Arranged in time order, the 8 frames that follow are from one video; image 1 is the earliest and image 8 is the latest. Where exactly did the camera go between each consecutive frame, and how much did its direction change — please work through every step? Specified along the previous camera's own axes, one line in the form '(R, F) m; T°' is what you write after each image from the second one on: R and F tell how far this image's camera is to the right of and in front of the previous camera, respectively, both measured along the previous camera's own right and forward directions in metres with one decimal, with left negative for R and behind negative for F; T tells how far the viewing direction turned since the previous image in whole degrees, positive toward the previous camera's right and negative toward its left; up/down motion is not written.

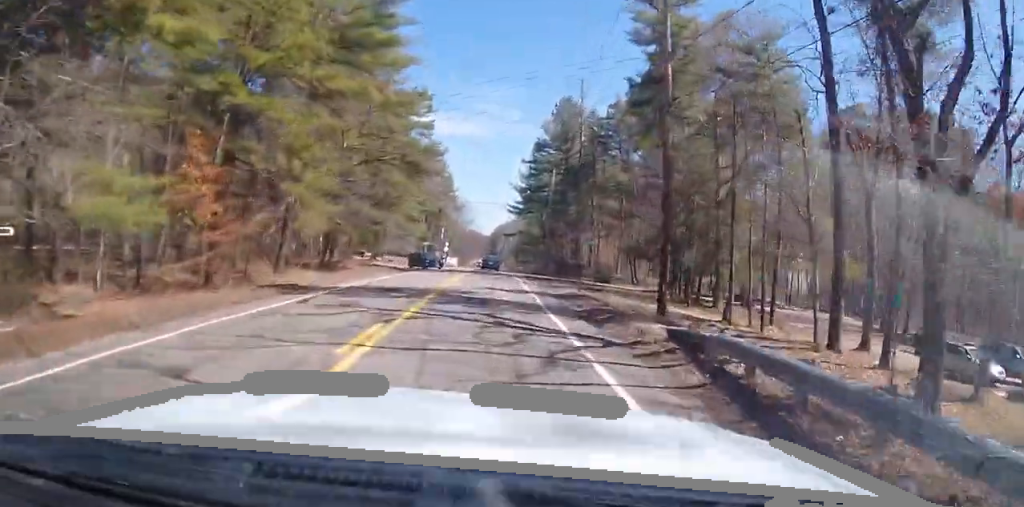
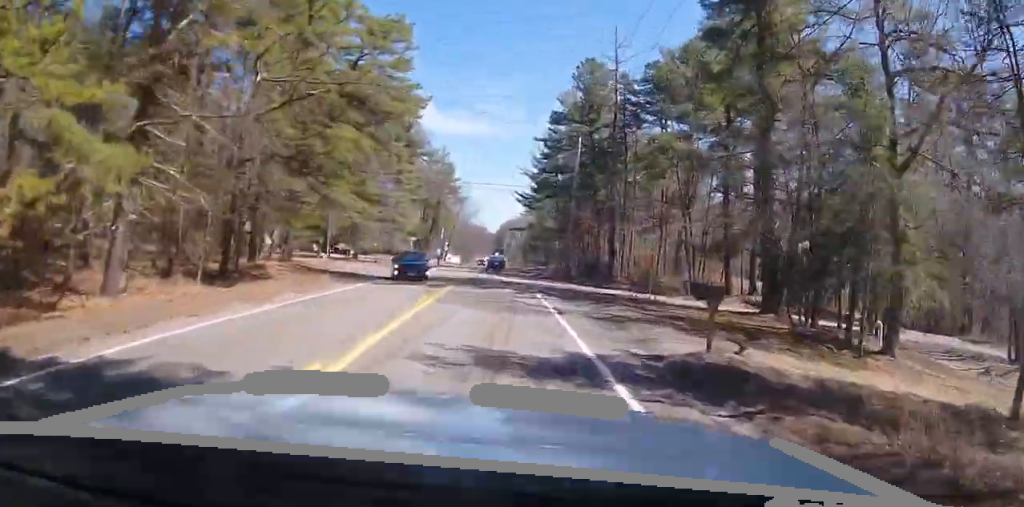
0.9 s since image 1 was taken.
(+0.4, +16.1) m; +1°
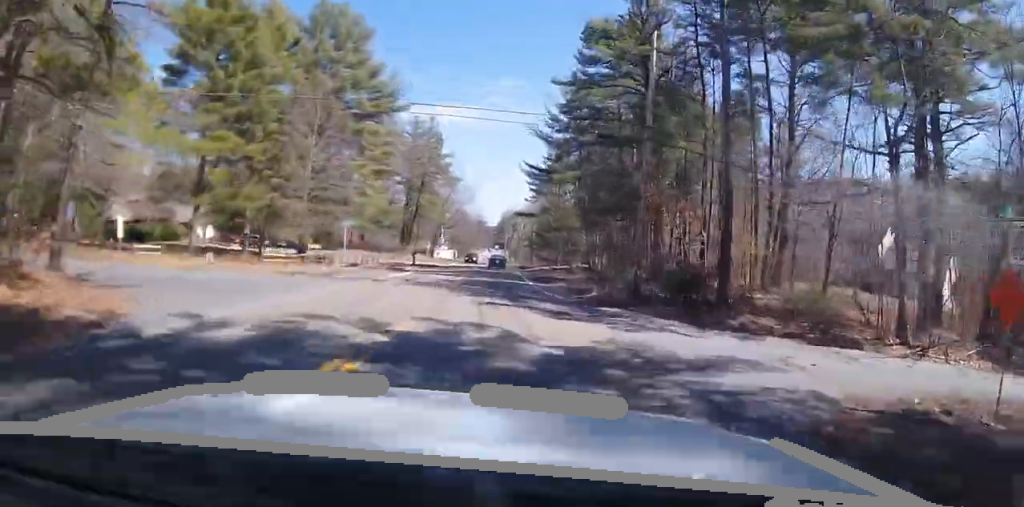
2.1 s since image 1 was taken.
(0.0, +23.3) m; 0°
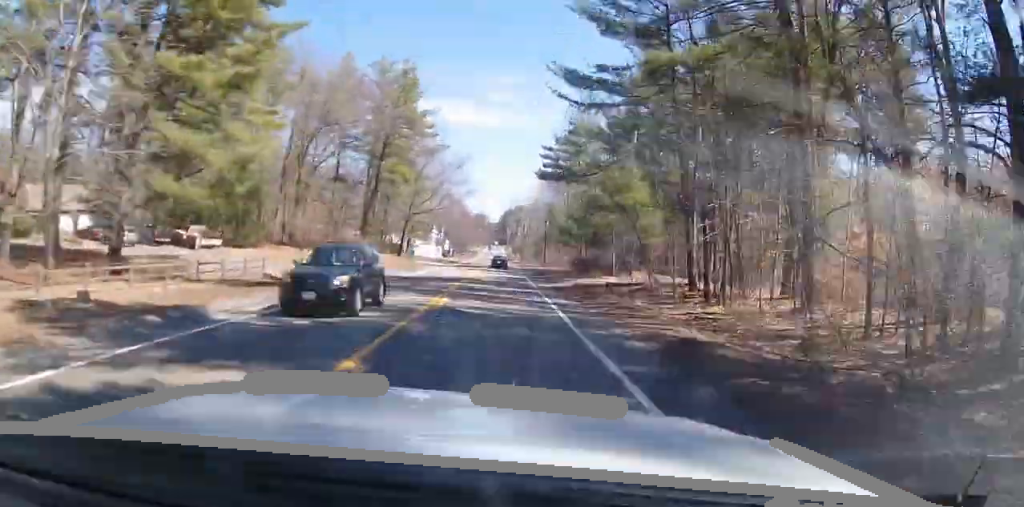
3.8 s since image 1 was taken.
(0.0, +30.2) m; -2°
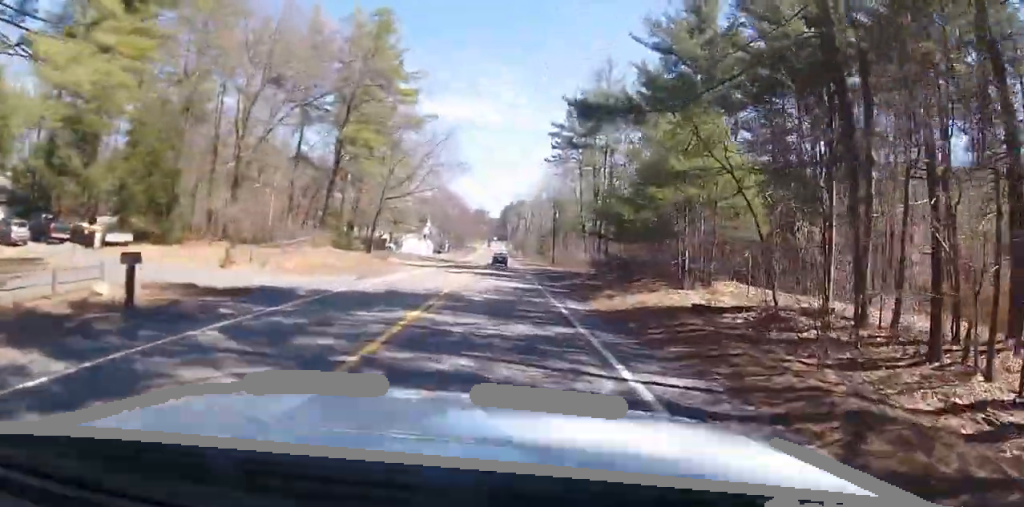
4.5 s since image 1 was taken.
(-0.4, +13.6) m; -1°
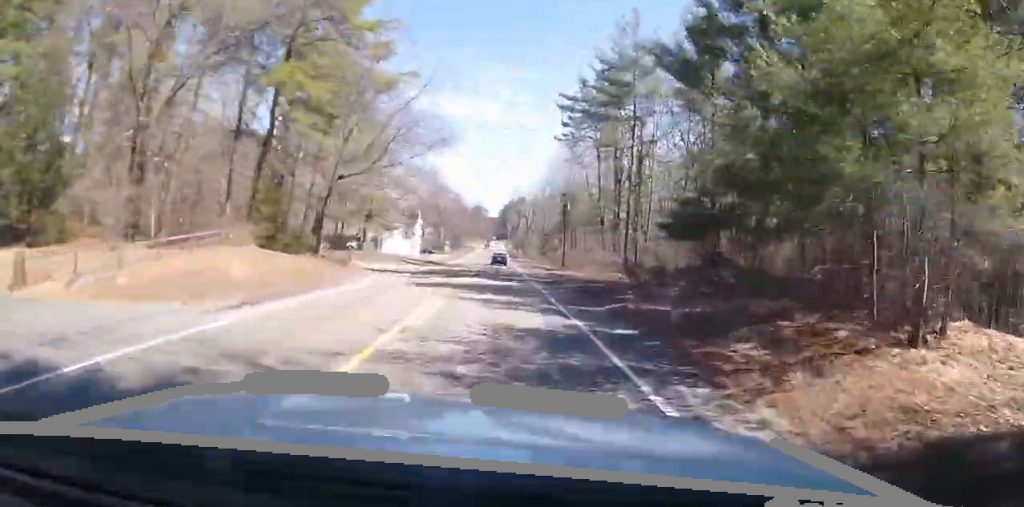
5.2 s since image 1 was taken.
(-0.1, +13.1) m; 0°
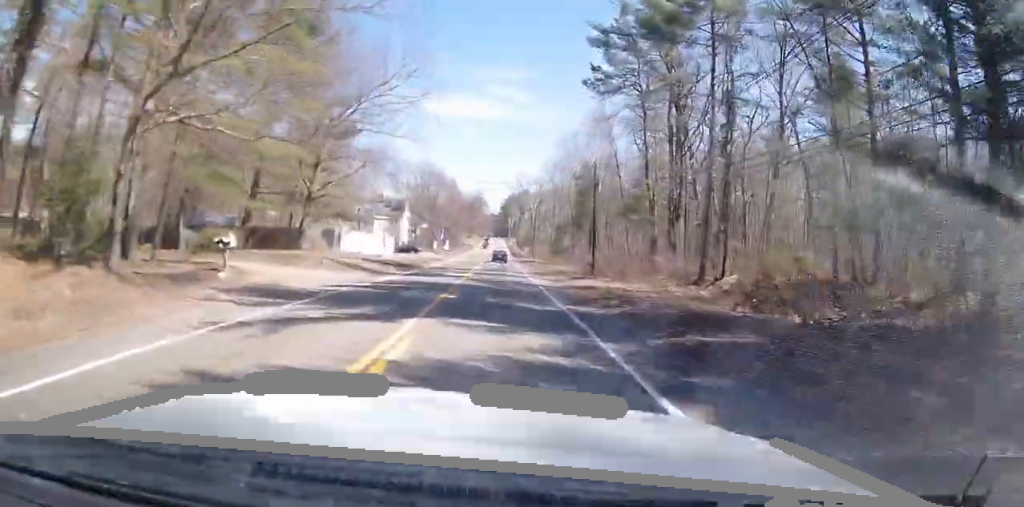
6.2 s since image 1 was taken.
(+0.3, +18.3) m; +1°
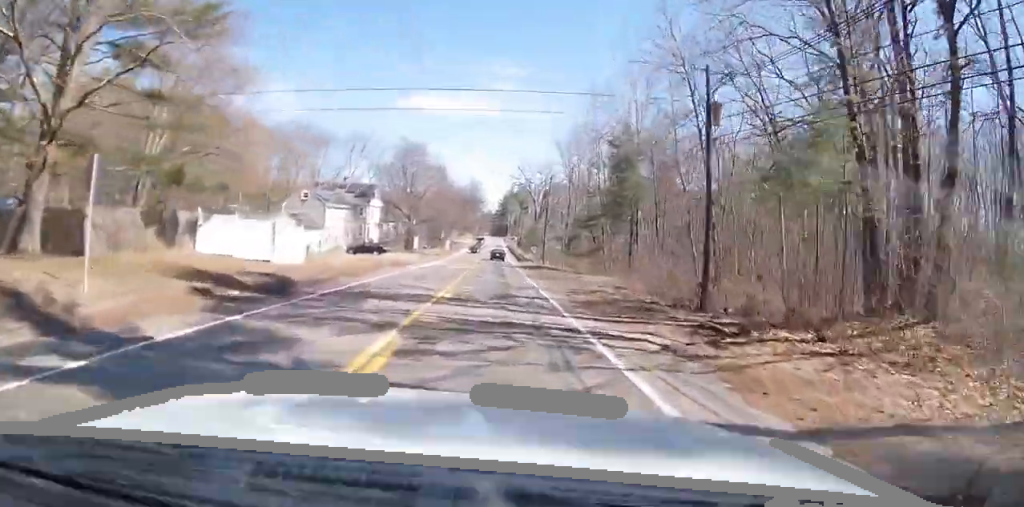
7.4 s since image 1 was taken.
(-0.1, +24.3) m; 0°
